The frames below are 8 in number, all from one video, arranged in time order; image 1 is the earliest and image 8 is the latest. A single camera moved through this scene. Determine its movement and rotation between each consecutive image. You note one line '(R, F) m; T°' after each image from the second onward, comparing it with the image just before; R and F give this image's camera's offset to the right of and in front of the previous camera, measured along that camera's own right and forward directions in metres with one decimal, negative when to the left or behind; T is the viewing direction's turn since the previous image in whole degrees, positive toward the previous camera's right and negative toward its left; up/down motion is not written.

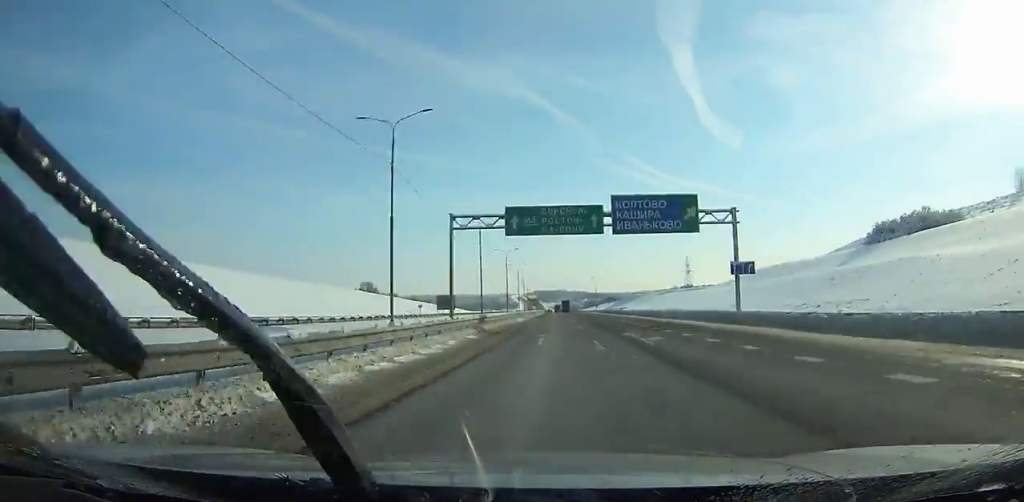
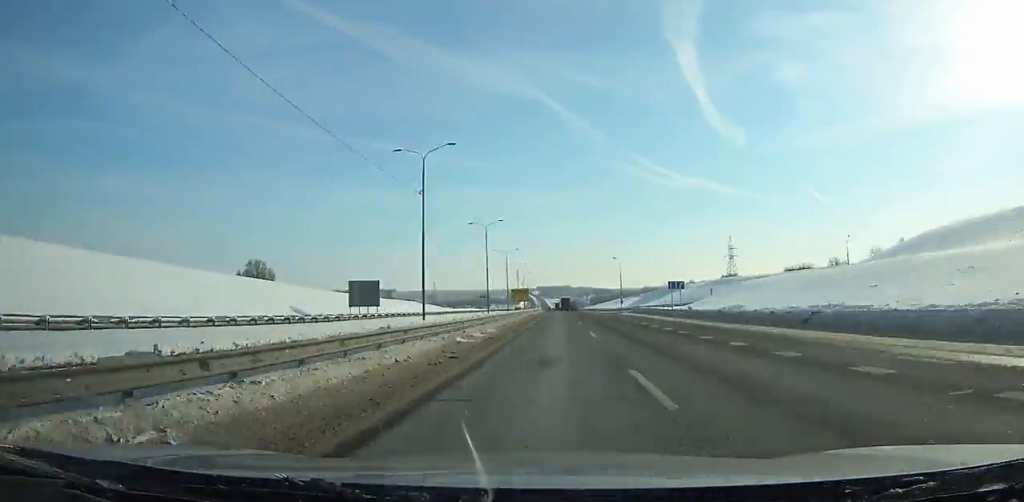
(-0.3, +72.4) m; -1°
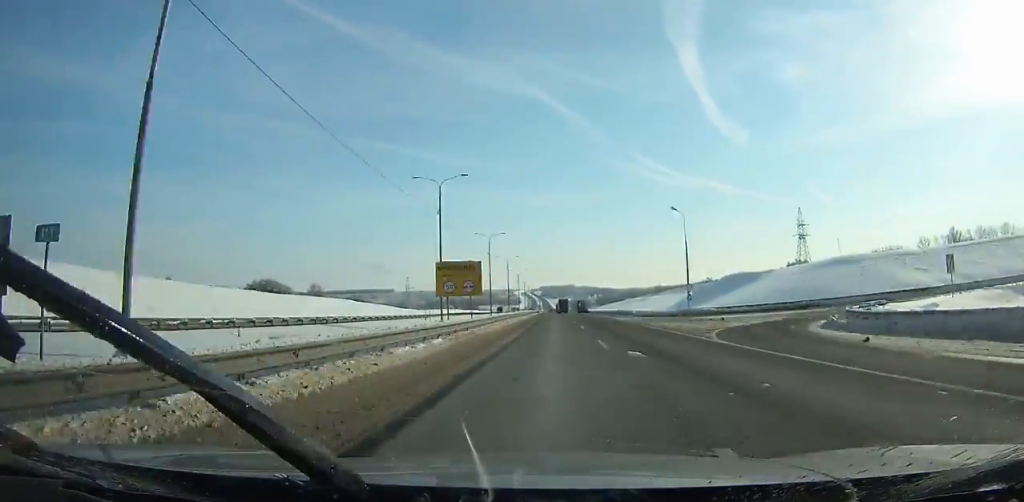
(-0.4, +69.3) m; -1°
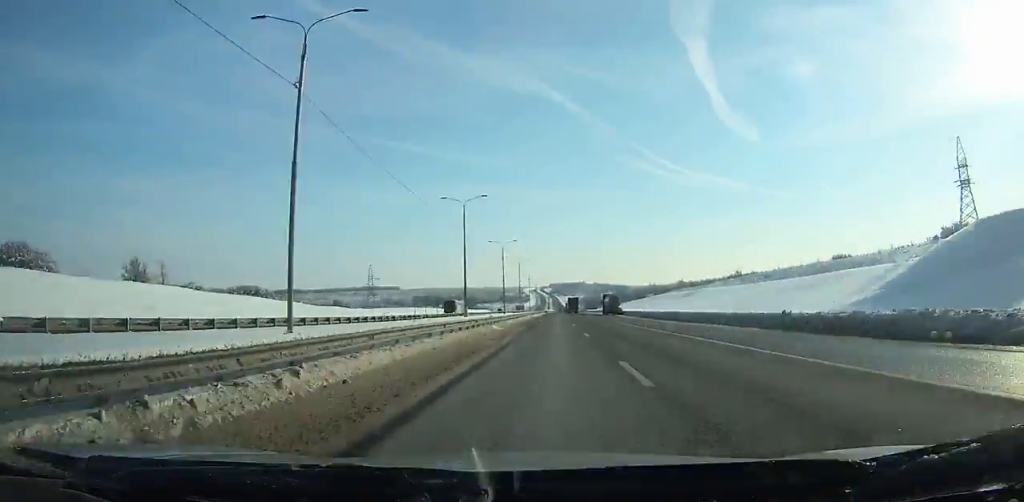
(-0.3, +72.2) m; 0°
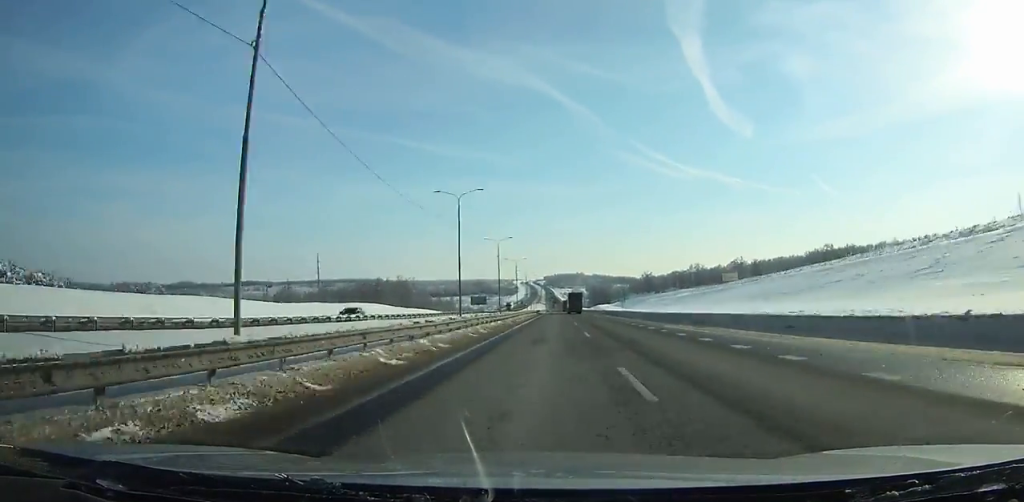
(-0.1, +211.2) m; 0°
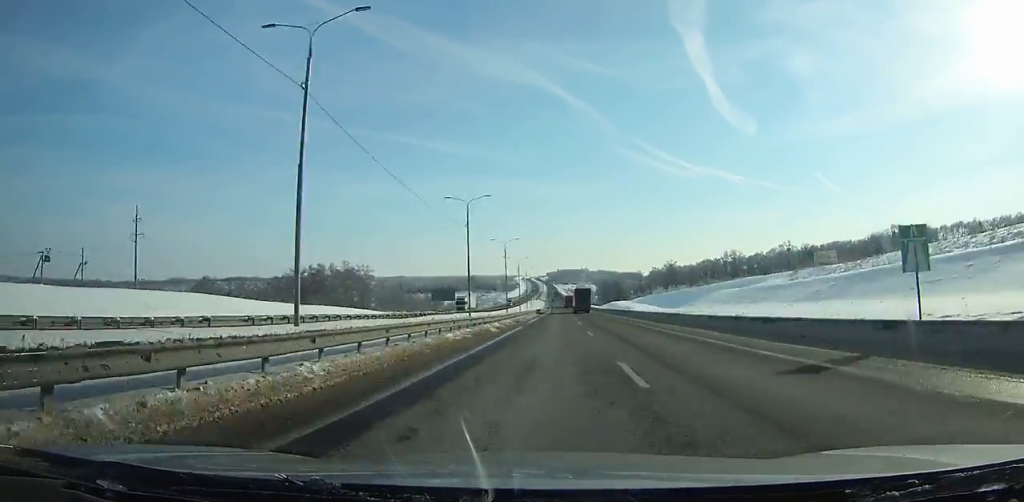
(0.0, +79.7) m; 0°
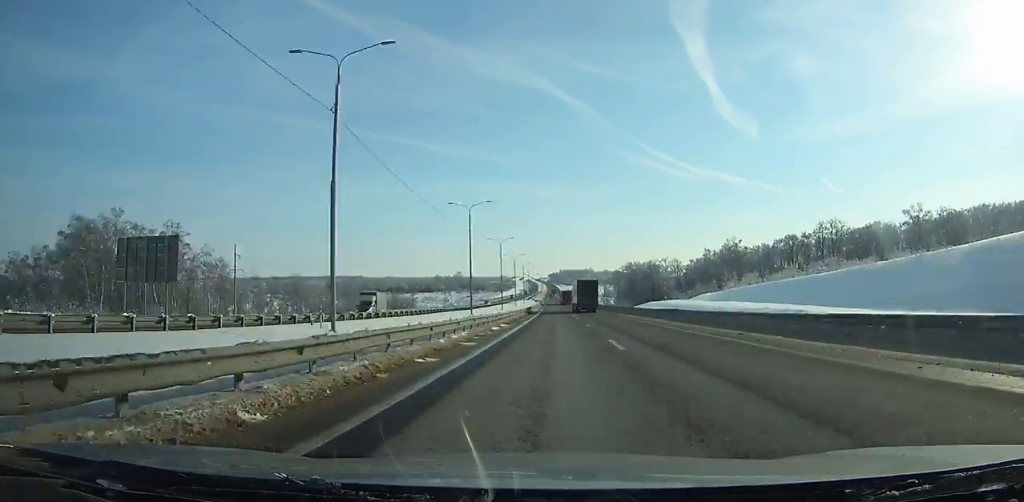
(-0.5, +121.9) m; -1°
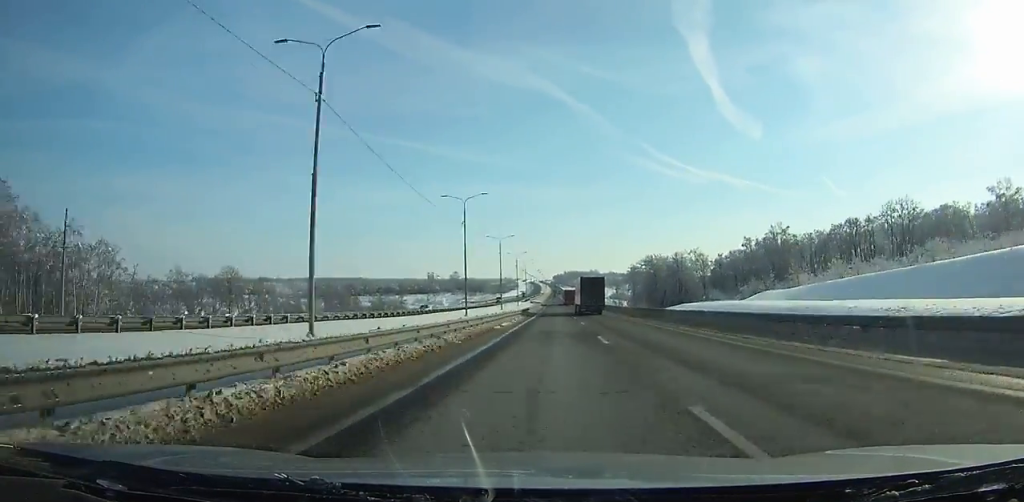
(0.0, +44.2) m; 0°
